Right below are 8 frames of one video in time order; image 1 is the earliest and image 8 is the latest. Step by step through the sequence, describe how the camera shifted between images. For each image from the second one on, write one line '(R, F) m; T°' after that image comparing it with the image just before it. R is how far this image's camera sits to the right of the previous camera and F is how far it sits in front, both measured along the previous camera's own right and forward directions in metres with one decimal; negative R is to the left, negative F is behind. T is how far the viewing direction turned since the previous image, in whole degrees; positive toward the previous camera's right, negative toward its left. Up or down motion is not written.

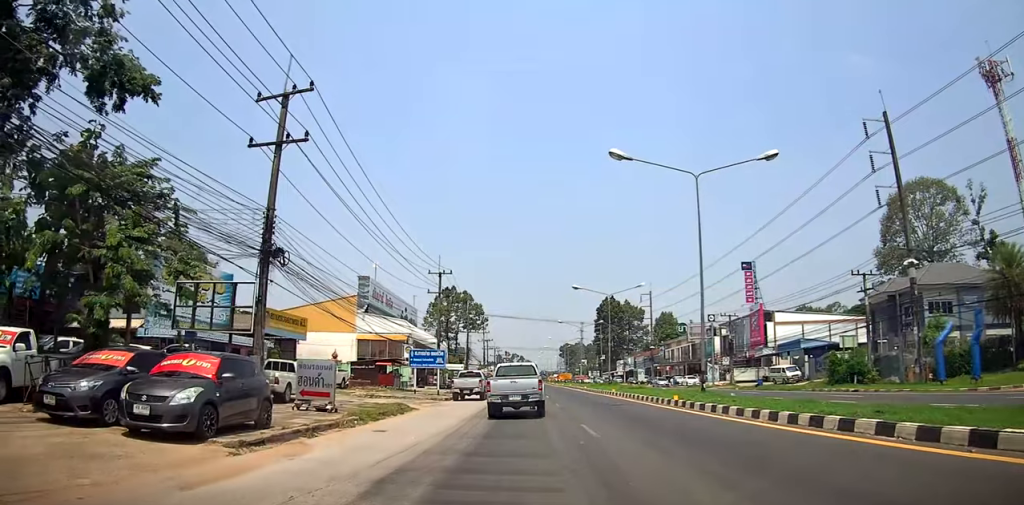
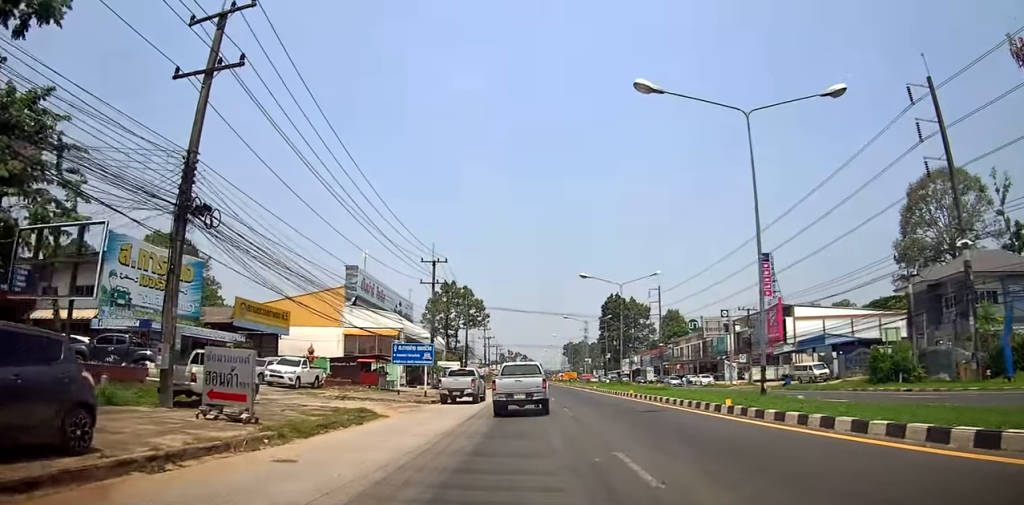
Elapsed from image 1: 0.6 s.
(+0.2, +5.8) m; -1°
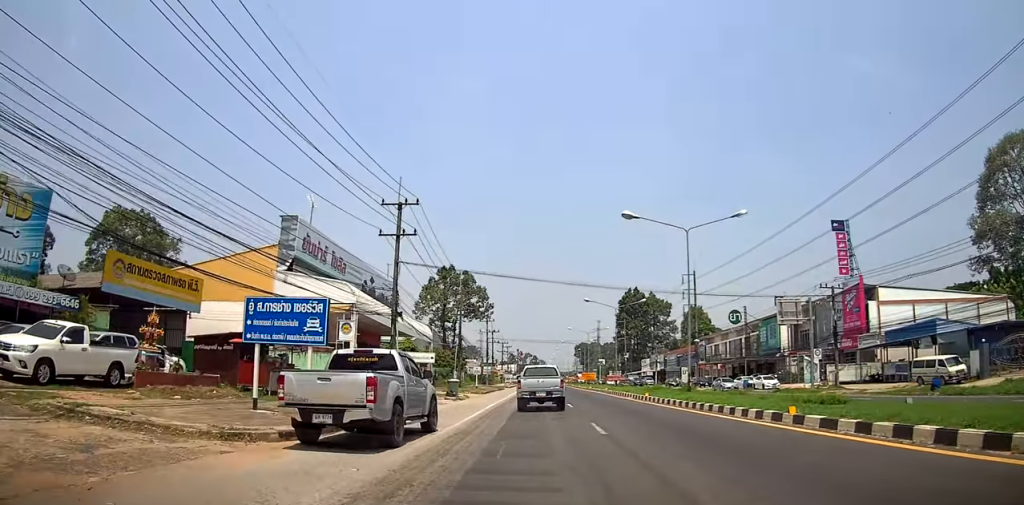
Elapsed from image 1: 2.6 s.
(-1.3, +19.9) m; -4°
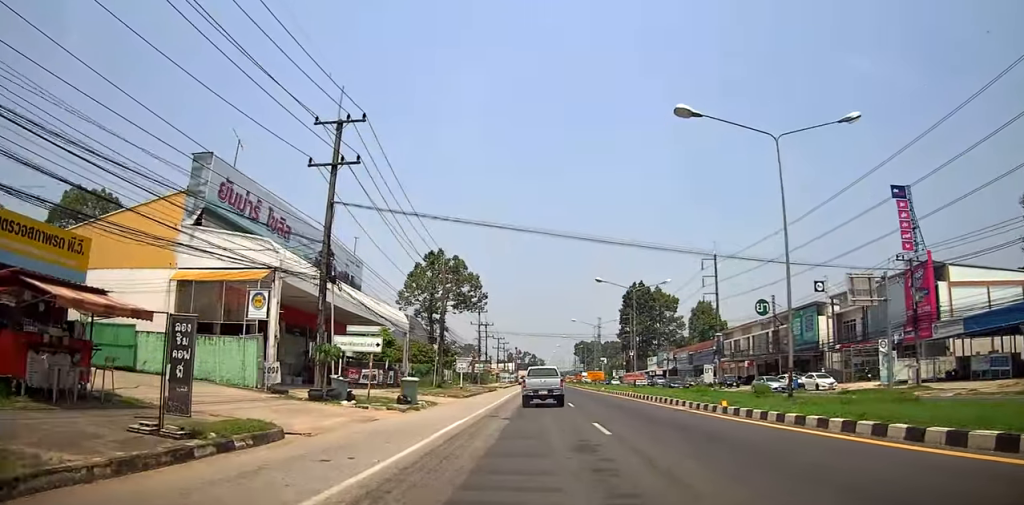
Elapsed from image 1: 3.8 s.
(+0.2, +13.0) m; +4°
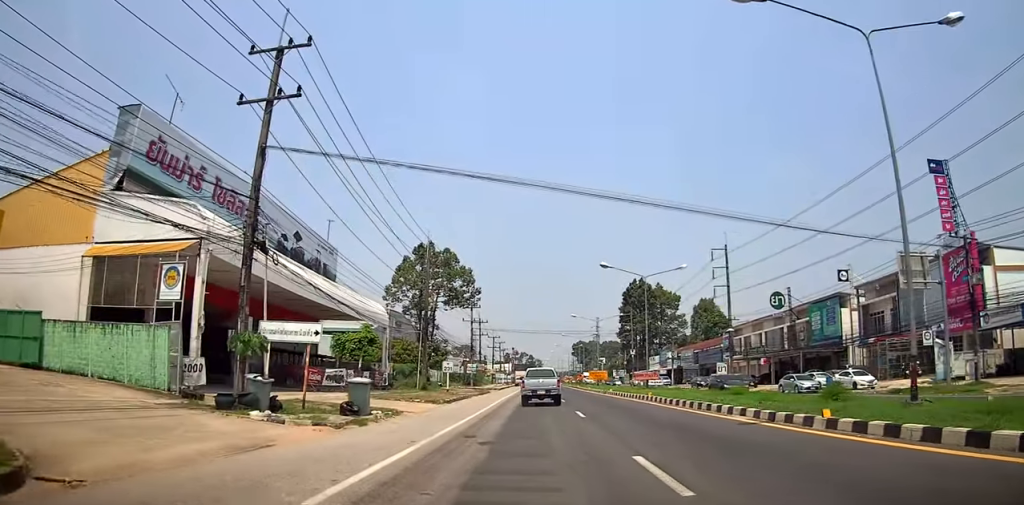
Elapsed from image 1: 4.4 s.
(+0.4, +6.8) m; +1°
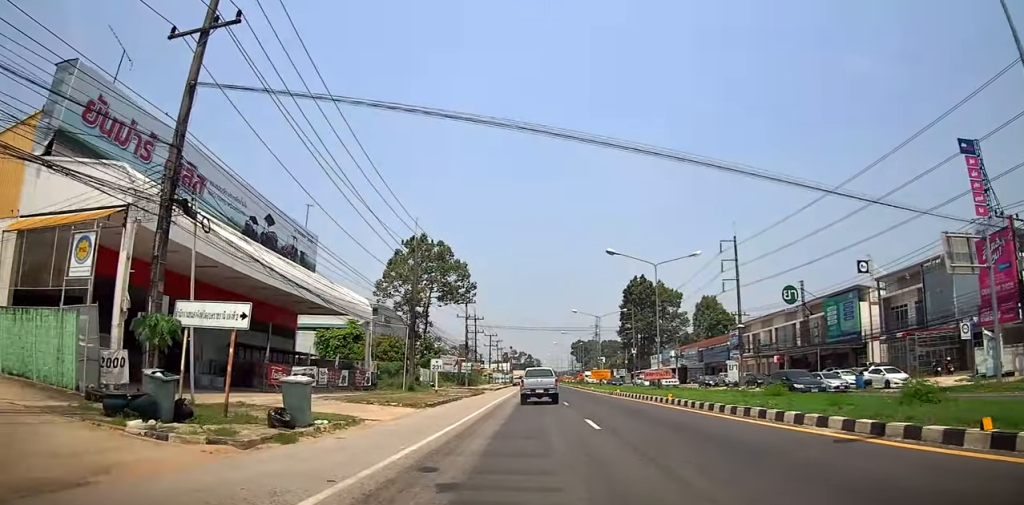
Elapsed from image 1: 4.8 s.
(+0.1, +4.6) m; 0°
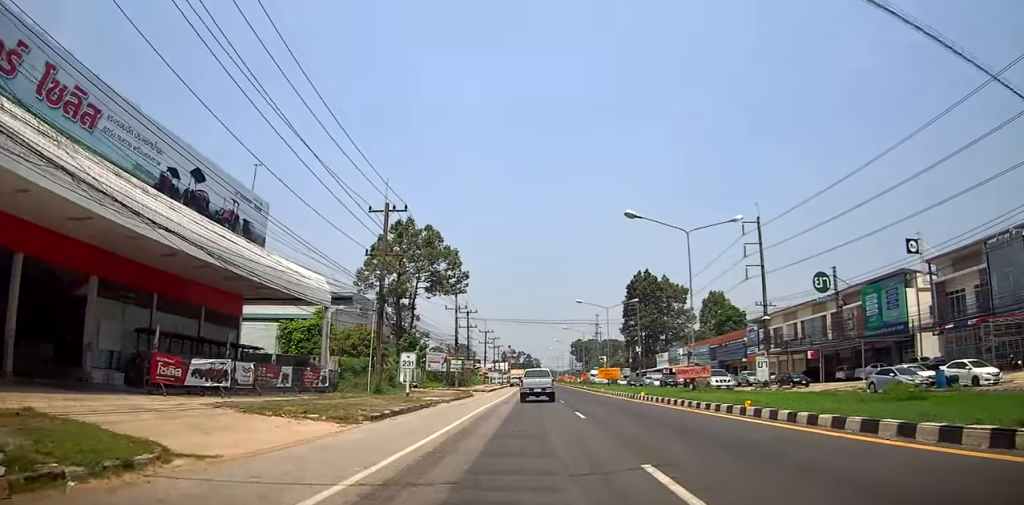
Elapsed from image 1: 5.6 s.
(-0.3, +9.0) m; 0°
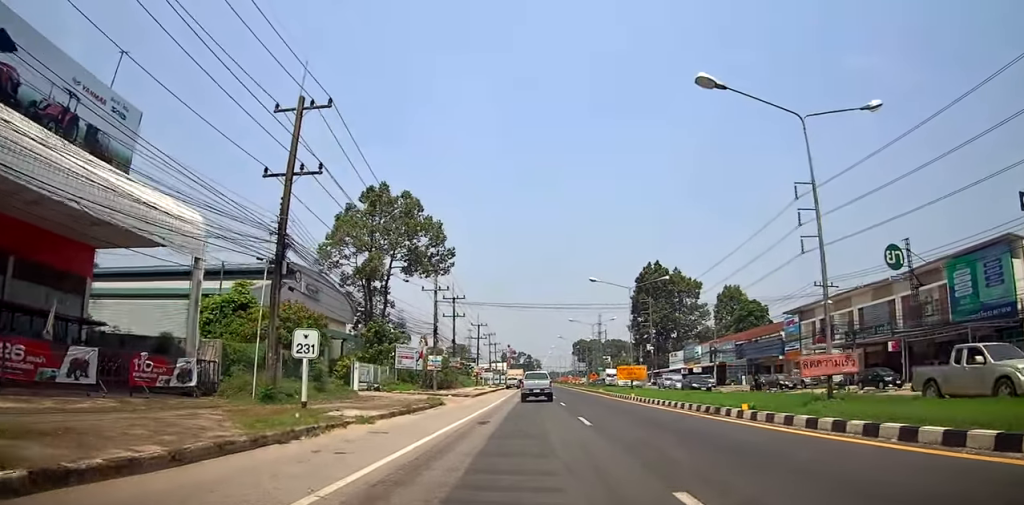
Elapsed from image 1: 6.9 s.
(+0.3, +14.8) m; 0°
